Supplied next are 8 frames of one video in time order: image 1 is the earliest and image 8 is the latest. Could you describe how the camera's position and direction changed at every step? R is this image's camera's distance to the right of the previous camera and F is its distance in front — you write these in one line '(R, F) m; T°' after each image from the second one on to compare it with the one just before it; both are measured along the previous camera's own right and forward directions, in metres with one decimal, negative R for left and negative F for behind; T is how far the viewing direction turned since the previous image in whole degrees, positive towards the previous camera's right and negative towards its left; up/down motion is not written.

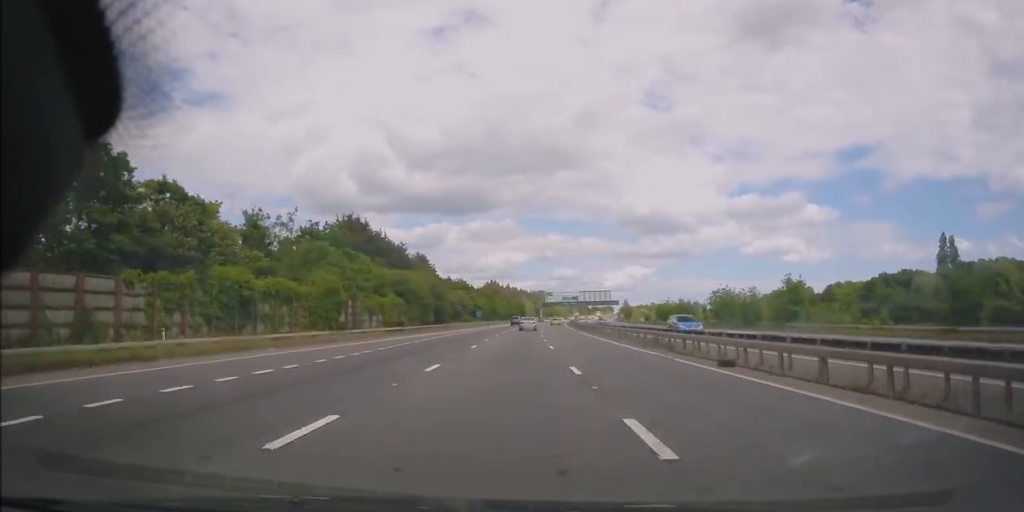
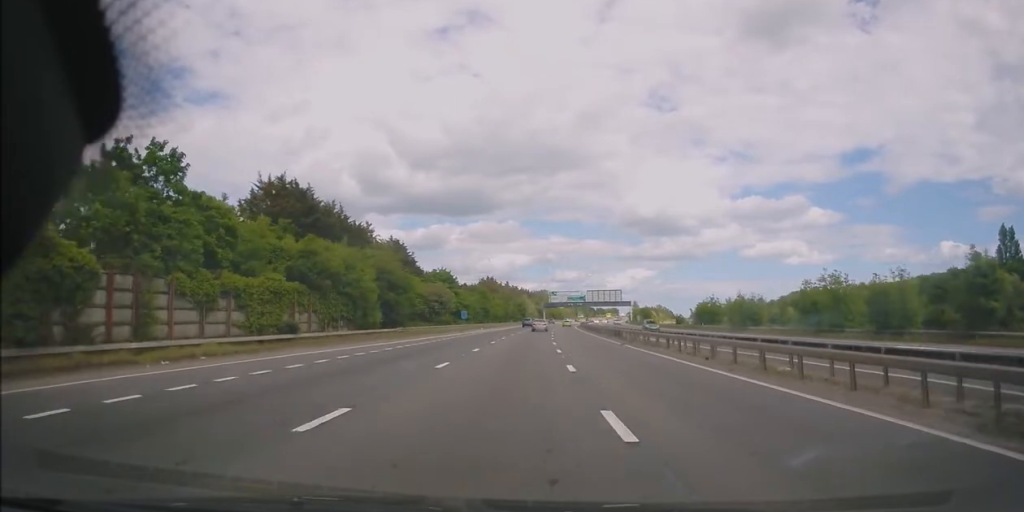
(+0.1, +29.1) m; +1°
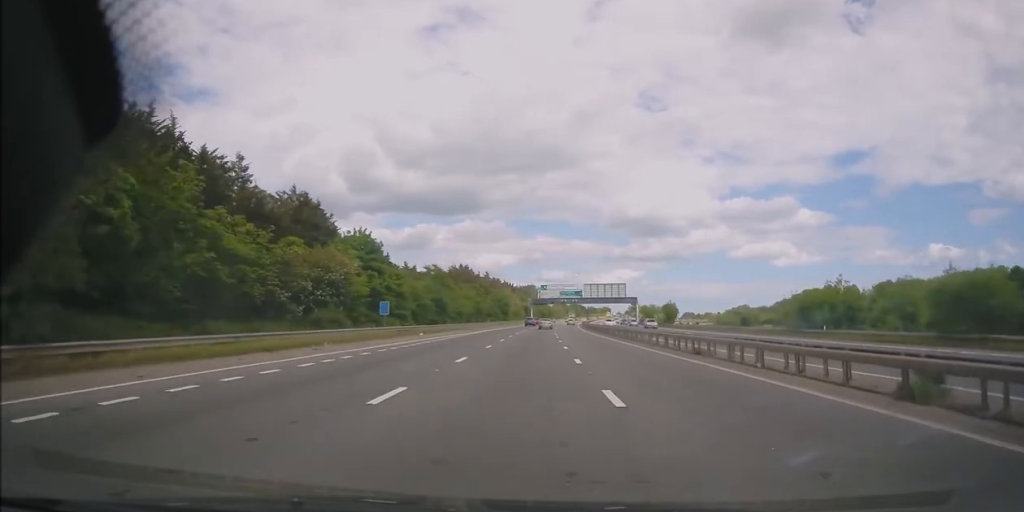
(+0.8, +43.3) m; +1°
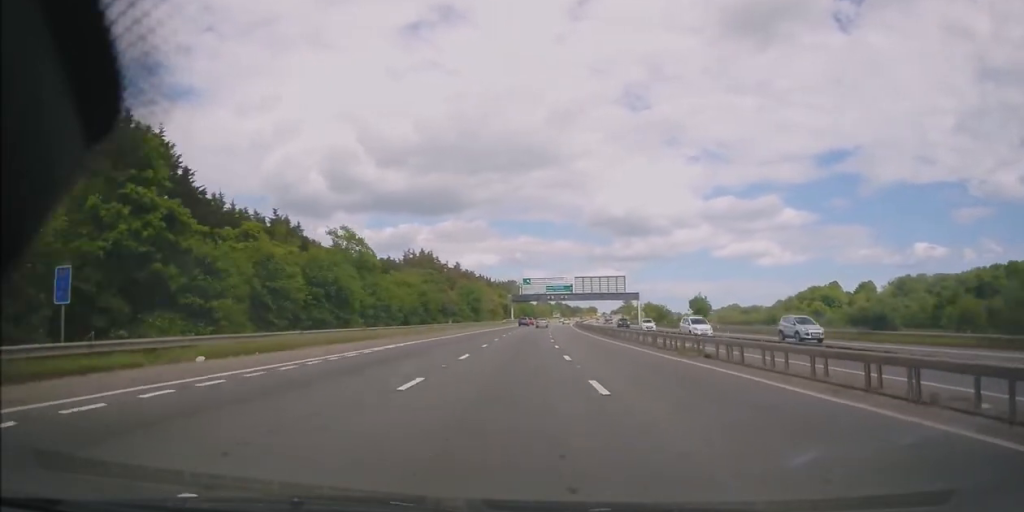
(+0.1, +34.0) m; +2°
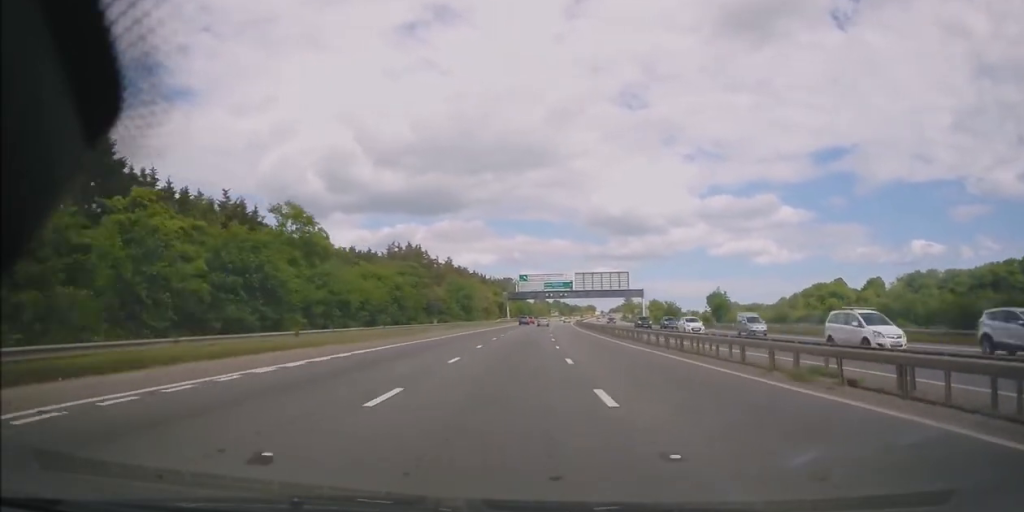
(+0.4, +11.0) m; 0°
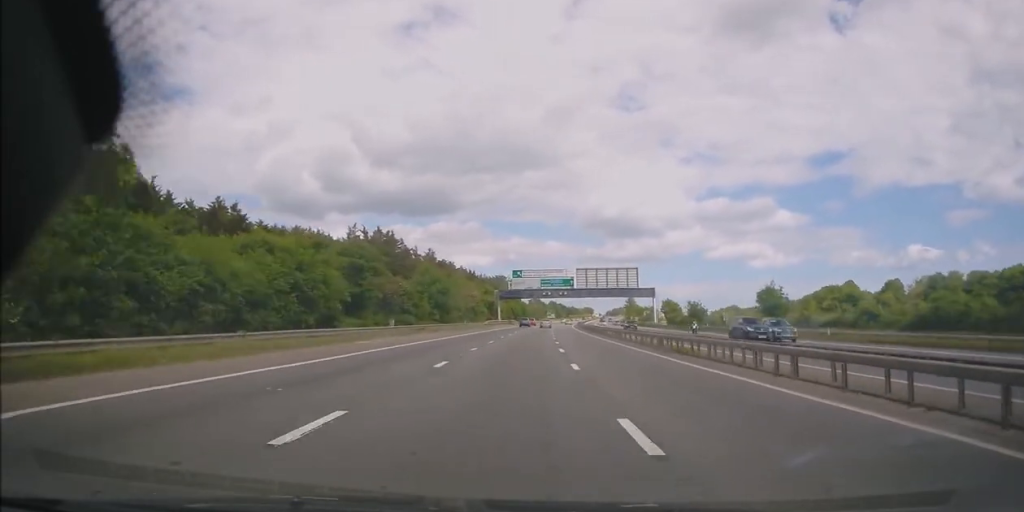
(-0.3, +21.1) m; 0°
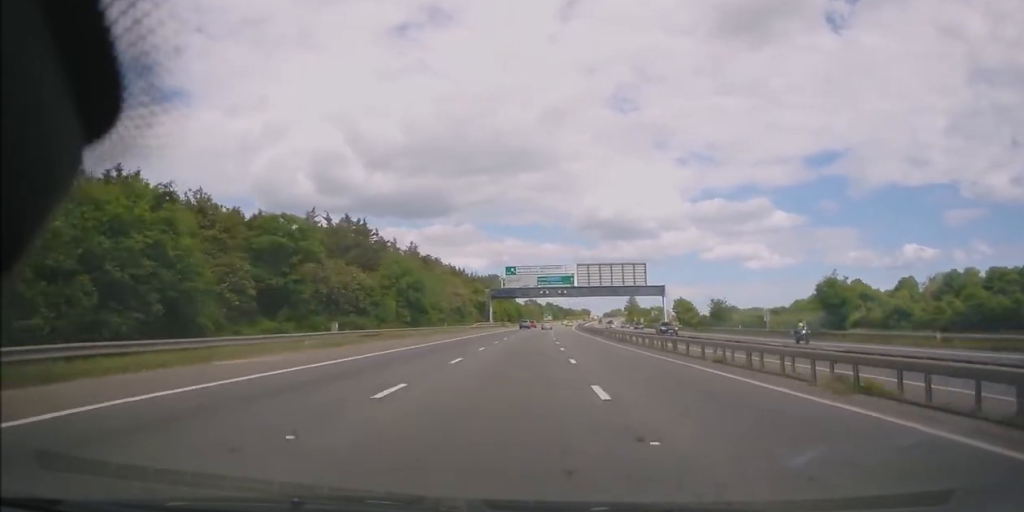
(-0.1, +15.0) m; 0°
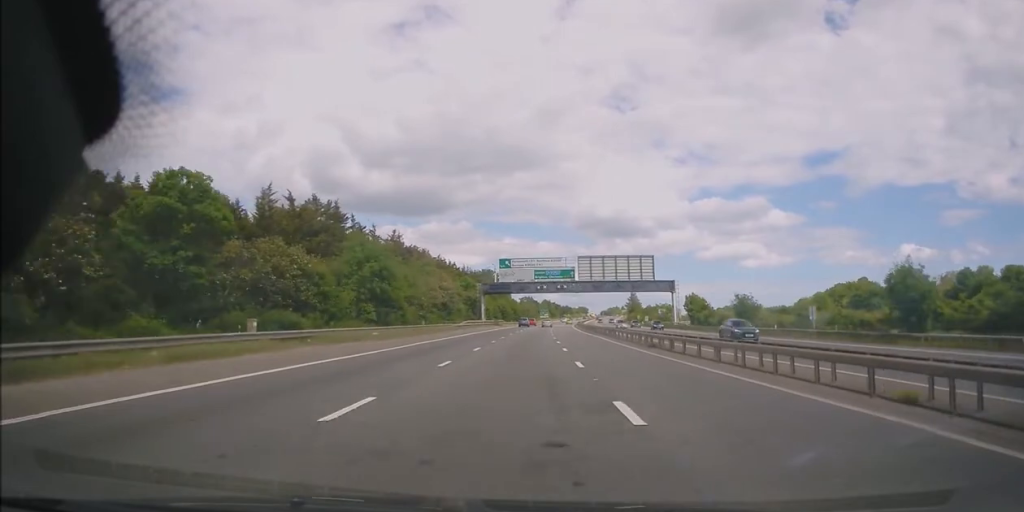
(+0.1, +11.4) m; +1°
